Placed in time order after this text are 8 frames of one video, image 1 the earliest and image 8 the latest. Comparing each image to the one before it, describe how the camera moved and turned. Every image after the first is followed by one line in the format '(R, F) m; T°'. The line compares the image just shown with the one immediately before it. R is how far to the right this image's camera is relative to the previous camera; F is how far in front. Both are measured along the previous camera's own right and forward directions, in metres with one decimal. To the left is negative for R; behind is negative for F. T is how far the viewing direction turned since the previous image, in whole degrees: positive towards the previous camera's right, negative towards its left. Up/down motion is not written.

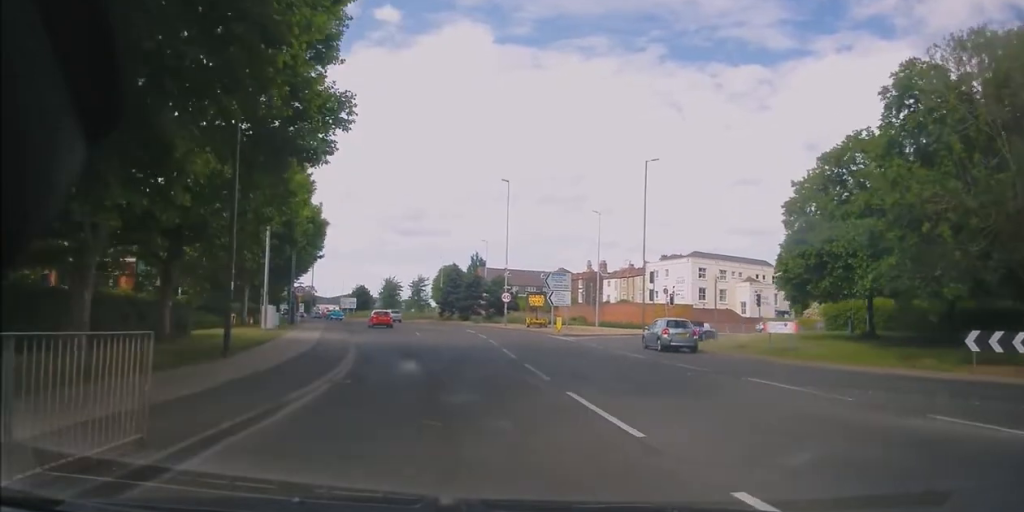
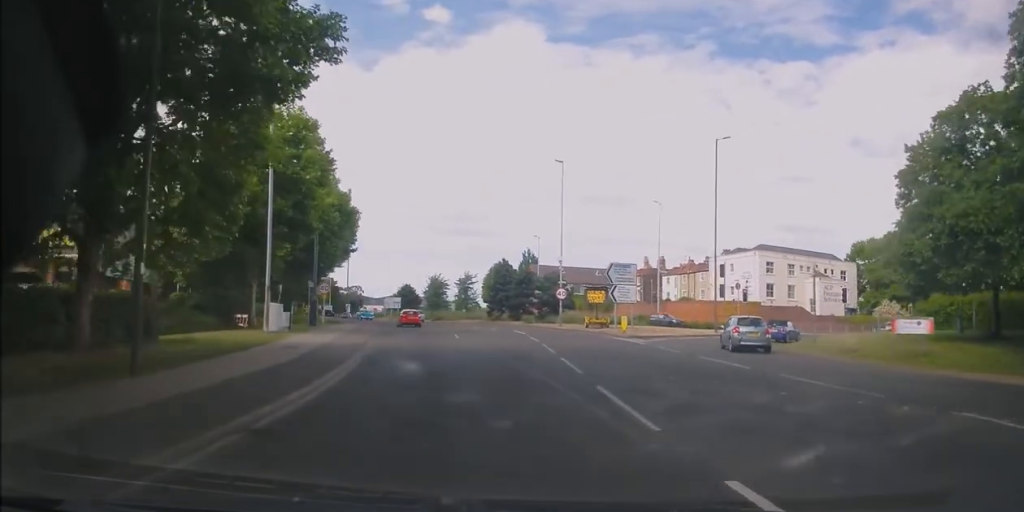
(-0.2, +5.9) m; -4°
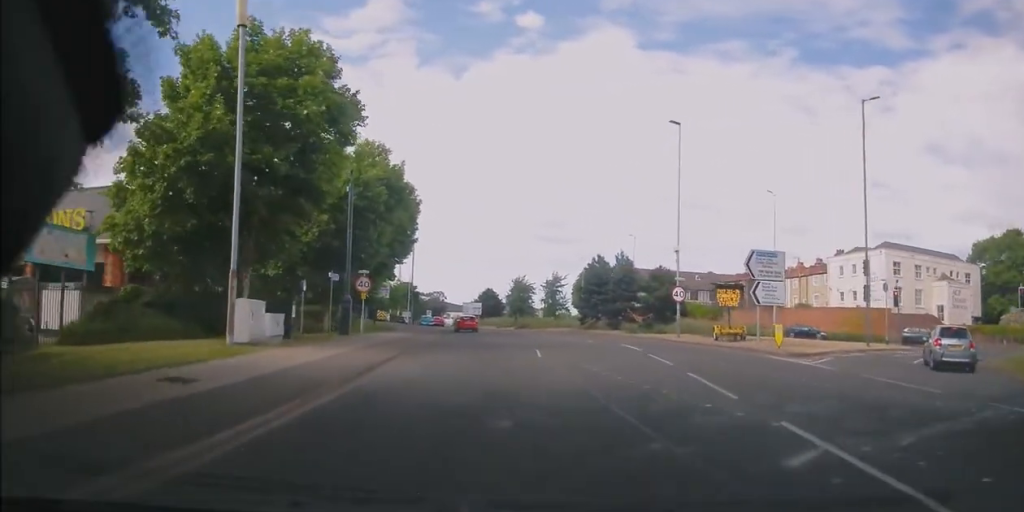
(-0.5, +10.1) m; -7°
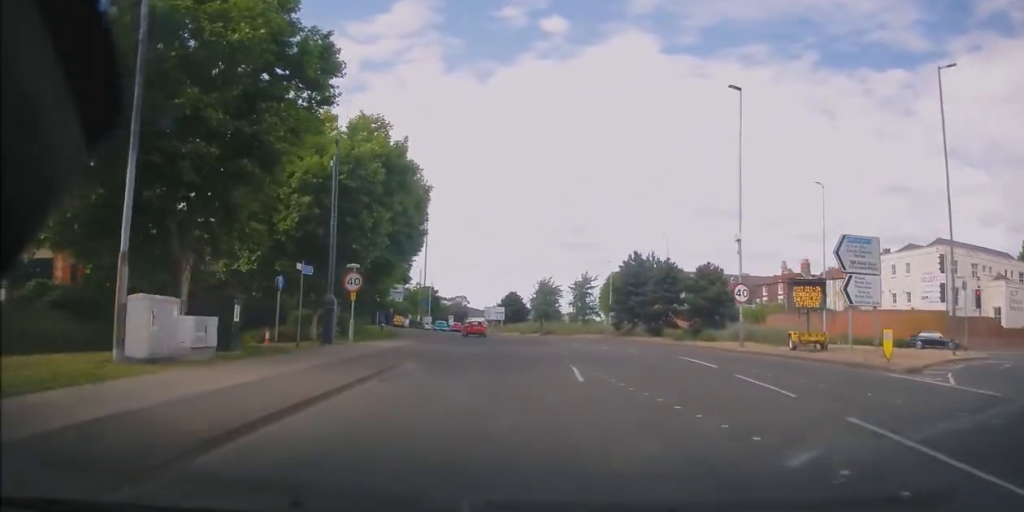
(-0.1, +6.0) m; -4°
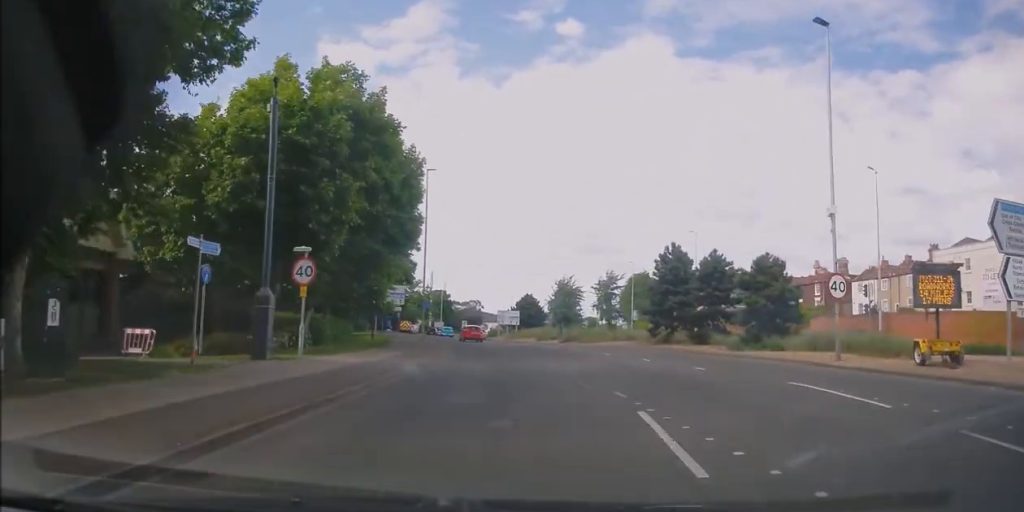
(-0.5, +7.5) m; -2°
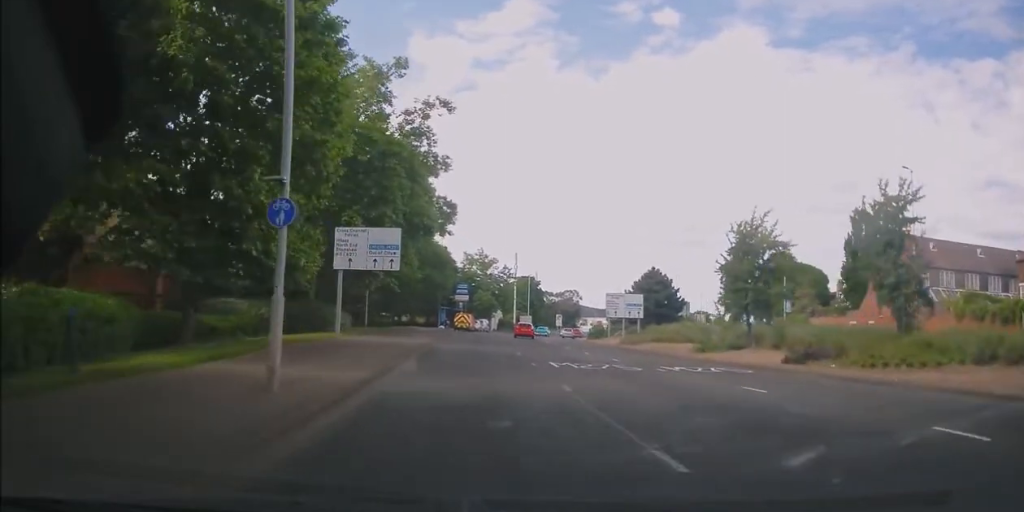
(-2.5, +33.9) m; -11°
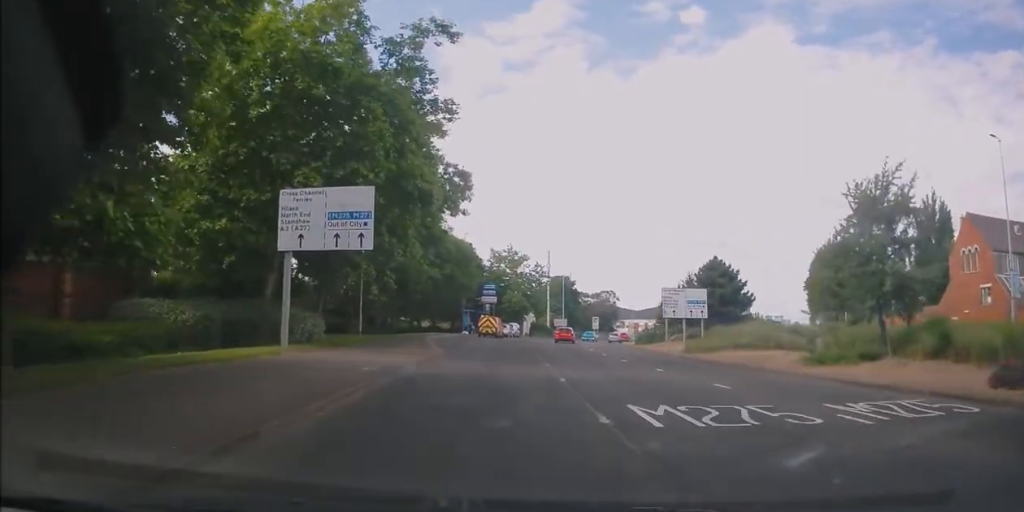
(-0.3, +9.2) m; -3°
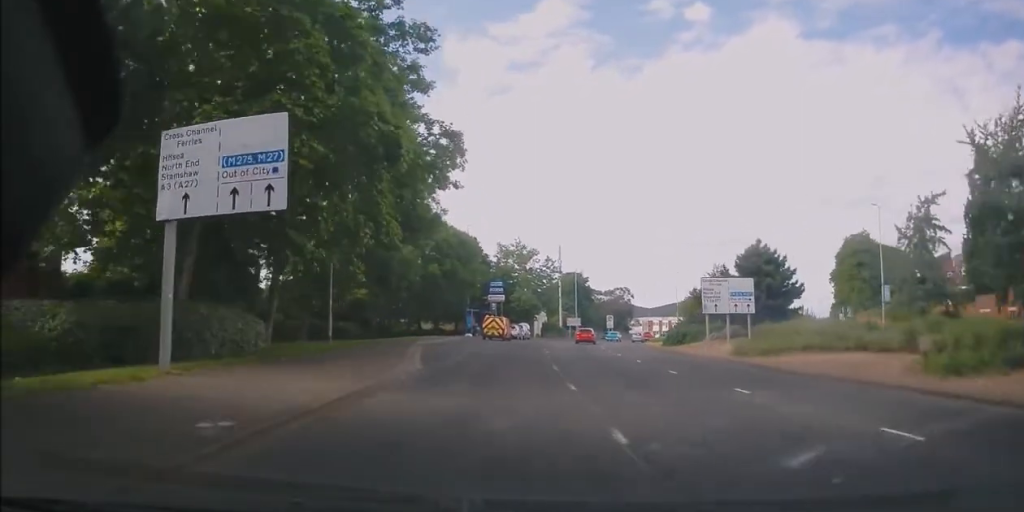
(0.0, +6.8) m; -2°
